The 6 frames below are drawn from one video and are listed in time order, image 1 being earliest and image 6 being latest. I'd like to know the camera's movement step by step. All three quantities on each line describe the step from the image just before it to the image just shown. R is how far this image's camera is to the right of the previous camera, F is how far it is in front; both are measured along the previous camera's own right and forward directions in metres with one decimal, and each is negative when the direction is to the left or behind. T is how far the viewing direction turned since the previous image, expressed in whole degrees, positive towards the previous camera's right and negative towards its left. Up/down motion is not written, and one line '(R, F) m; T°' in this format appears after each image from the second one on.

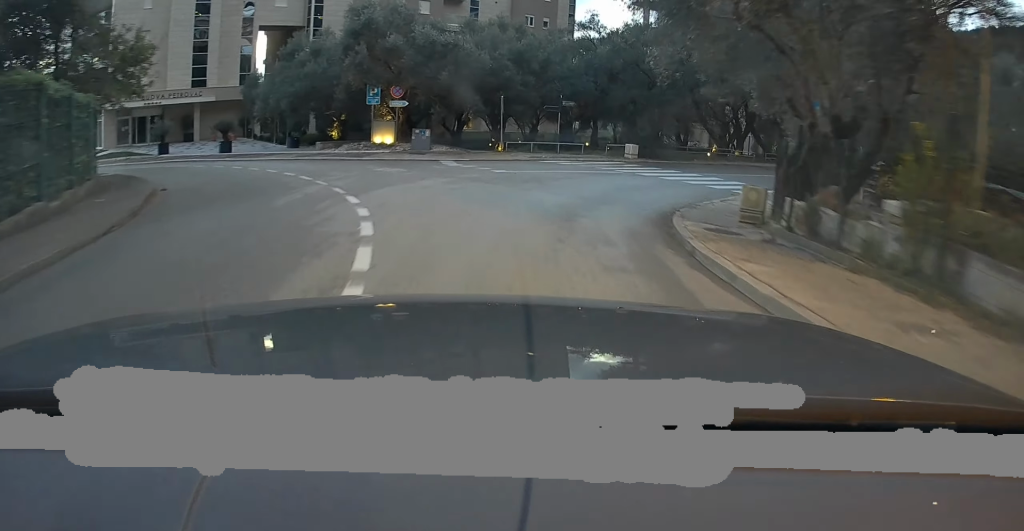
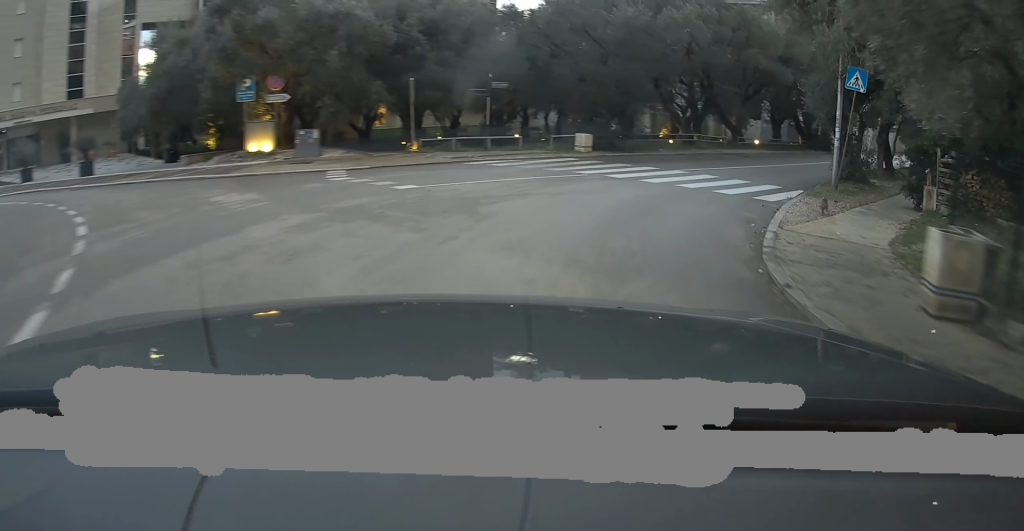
(+0.1, +7.7) m; +6°
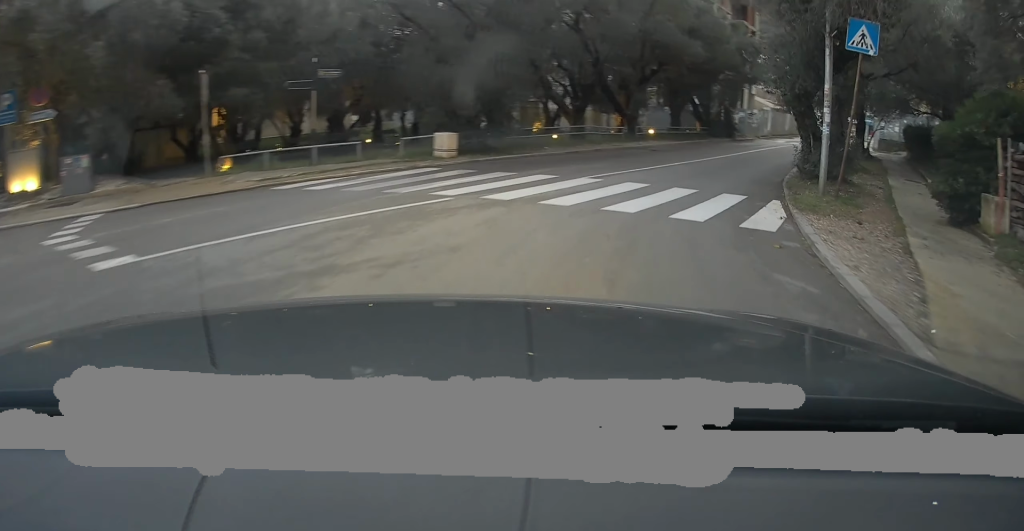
(+0.5, +6.6) m; +11°
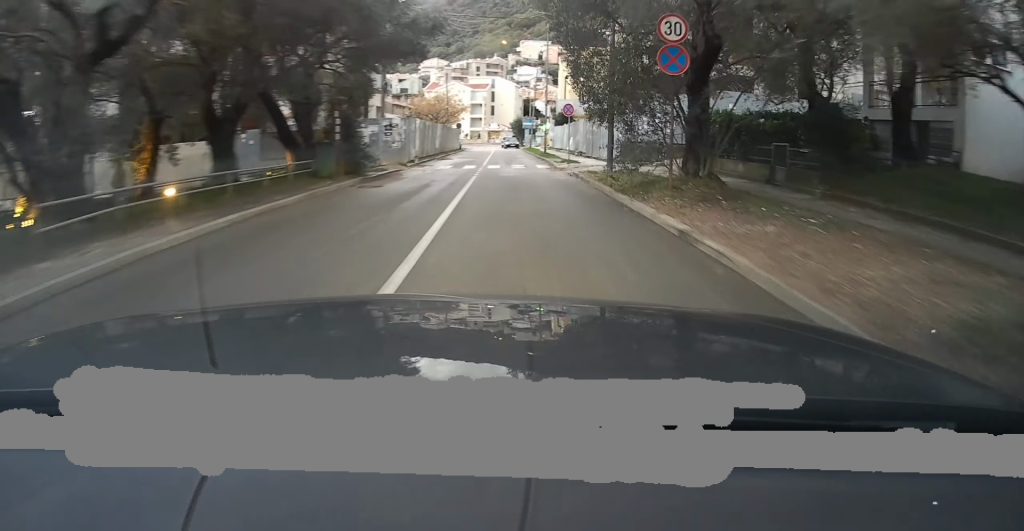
(+5.5, +20.1) m; +28°
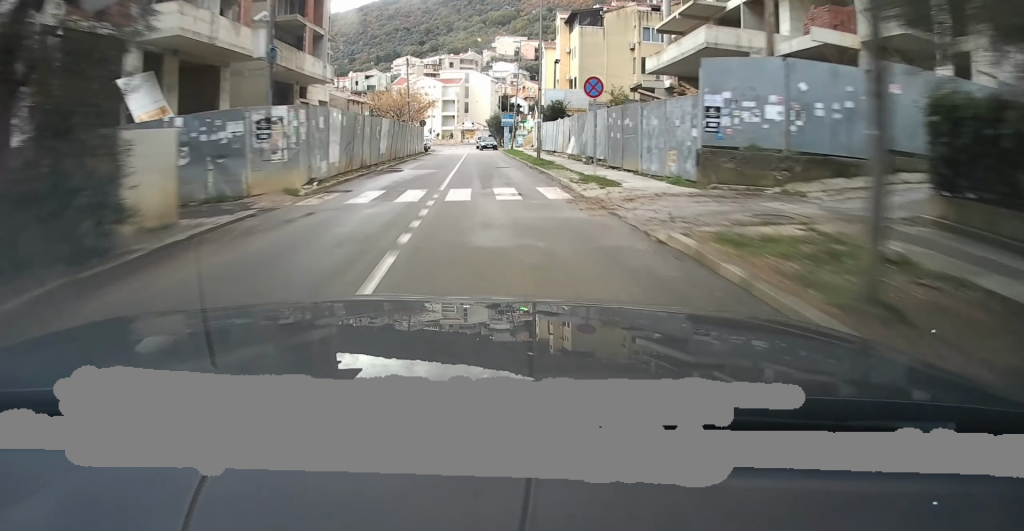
(+1.3, +13.6) m; +5°
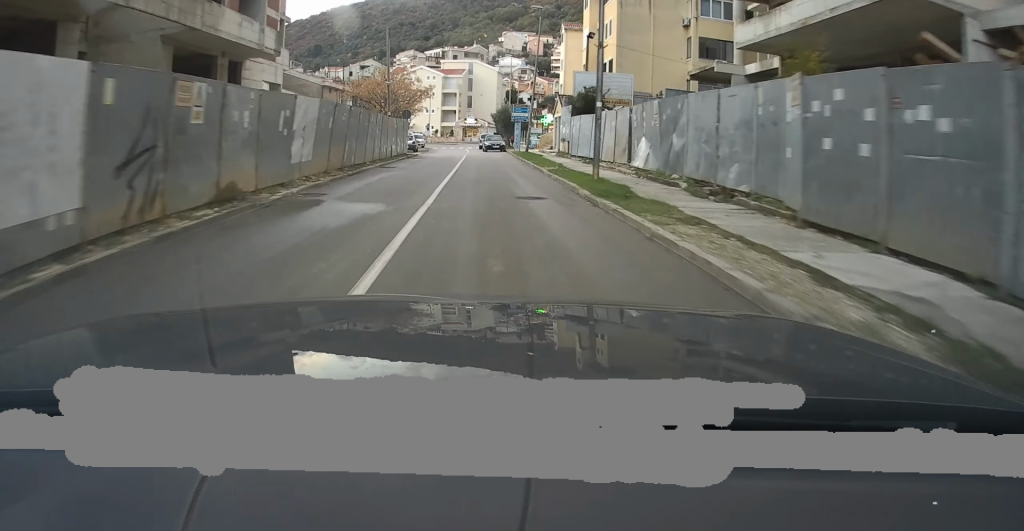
(+0.4, +14.8) m; +4°
